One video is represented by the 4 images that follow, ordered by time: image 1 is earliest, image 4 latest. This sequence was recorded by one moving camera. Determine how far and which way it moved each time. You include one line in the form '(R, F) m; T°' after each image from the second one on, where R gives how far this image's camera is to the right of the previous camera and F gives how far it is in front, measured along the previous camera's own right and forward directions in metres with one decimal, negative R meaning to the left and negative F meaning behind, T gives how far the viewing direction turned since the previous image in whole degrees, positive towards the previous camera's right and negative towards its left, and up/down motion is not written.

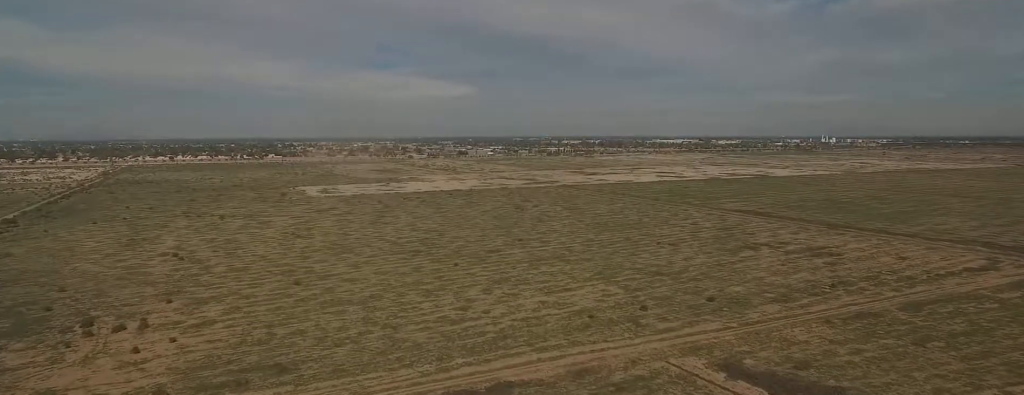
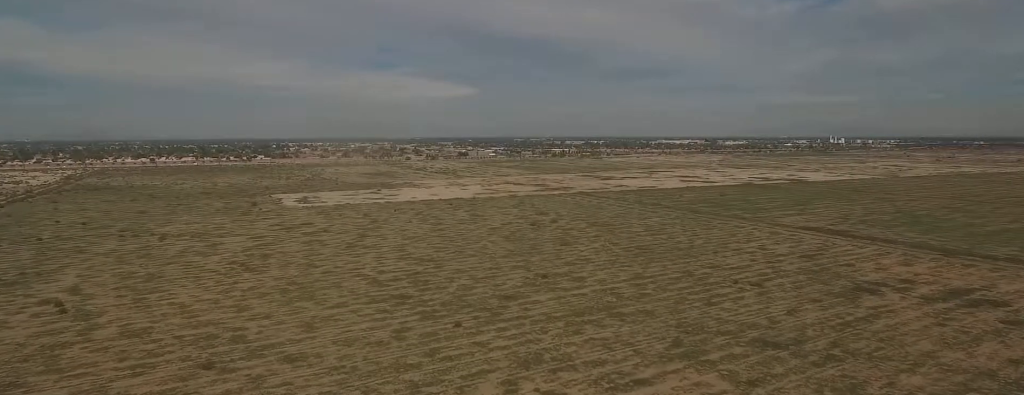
(+0.2, +73.5) m; -1°
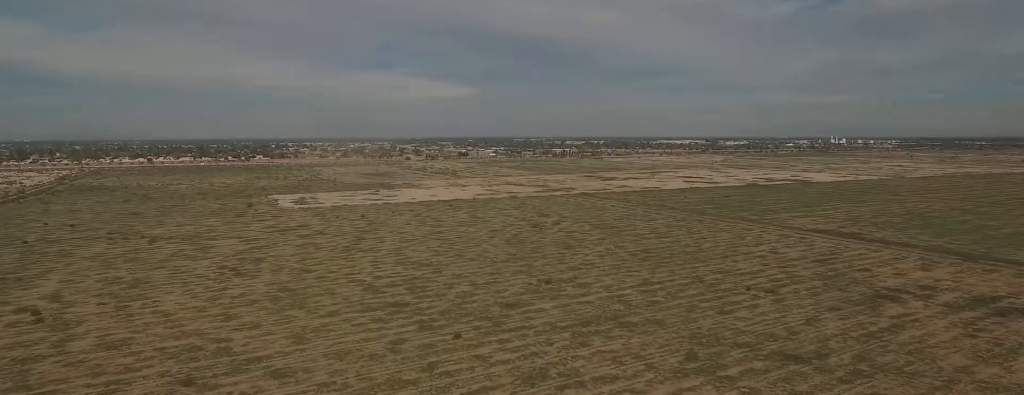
(0.0, +9.3) m; 0°
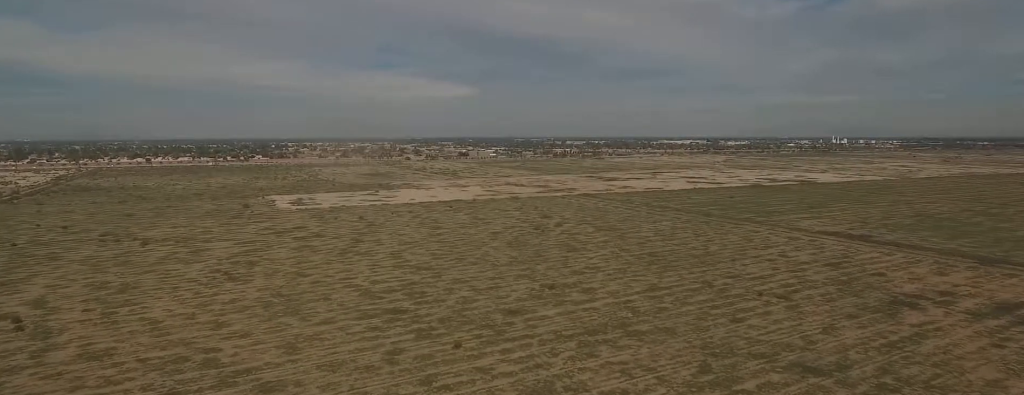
(0.0, +7.2) m; 0°
